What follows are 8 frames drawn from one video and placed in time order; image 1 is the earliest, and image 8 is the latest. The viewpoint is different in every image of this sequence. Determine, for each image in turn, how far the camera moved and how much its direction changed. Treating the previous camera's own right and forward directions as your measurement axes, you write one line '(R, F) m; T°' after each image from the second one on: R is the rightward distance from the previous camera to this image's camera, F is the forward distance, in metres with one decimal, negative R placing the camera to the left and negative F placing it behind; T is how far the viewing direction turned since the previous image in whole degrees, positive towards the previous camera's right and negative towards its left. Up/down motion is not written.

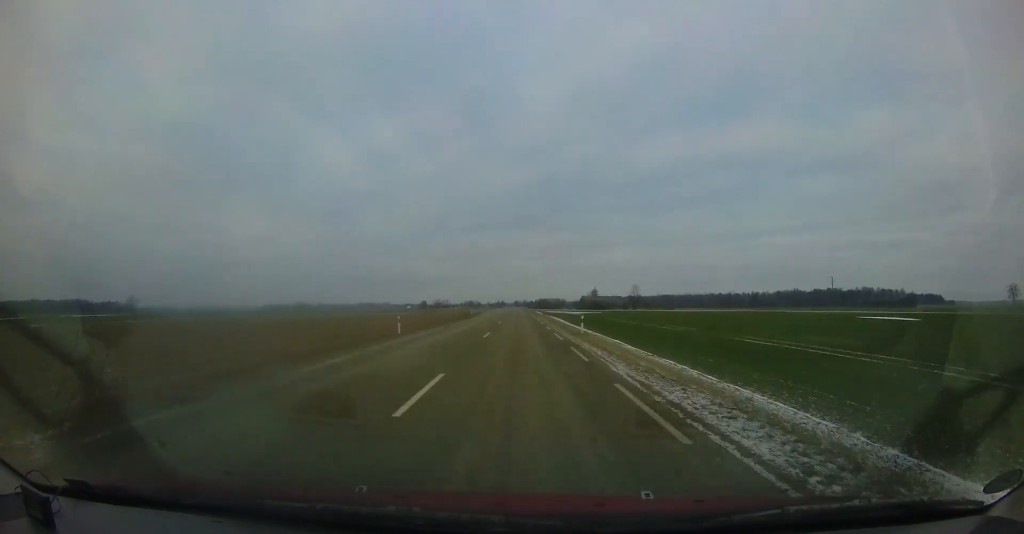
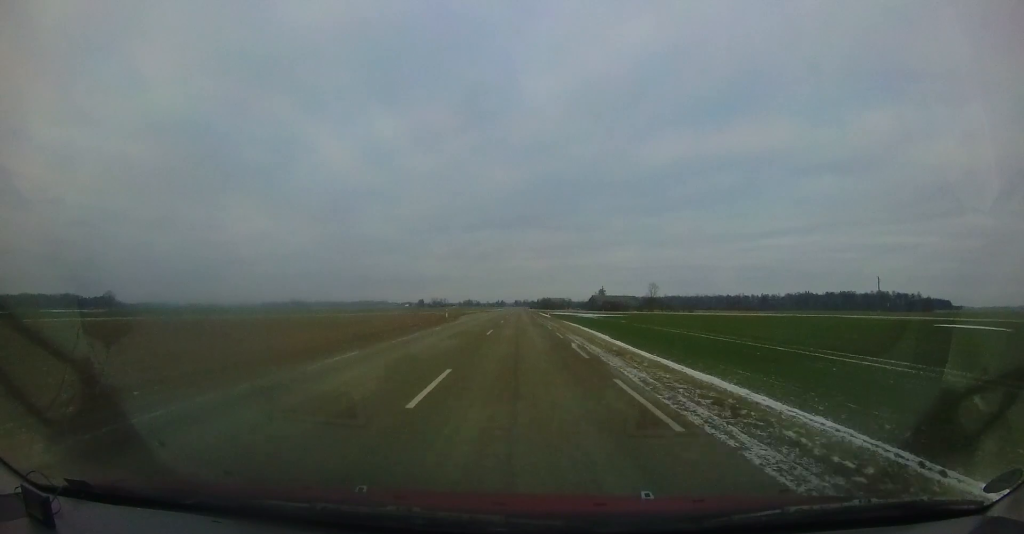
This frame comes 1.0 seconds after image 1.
(-0.1, +23.7) m; 0°
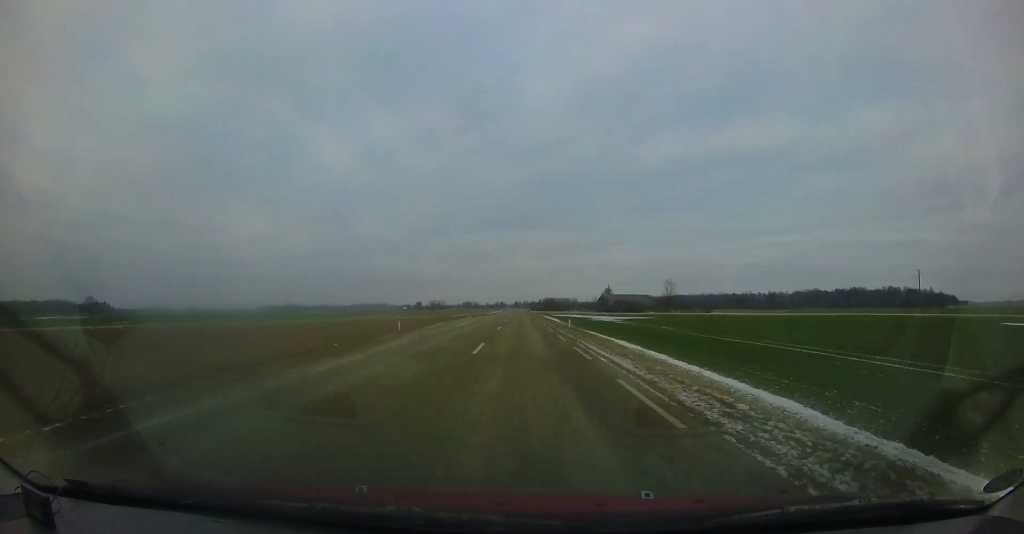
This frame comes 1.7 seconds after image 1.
(-0.1, +18.0) m; 0°
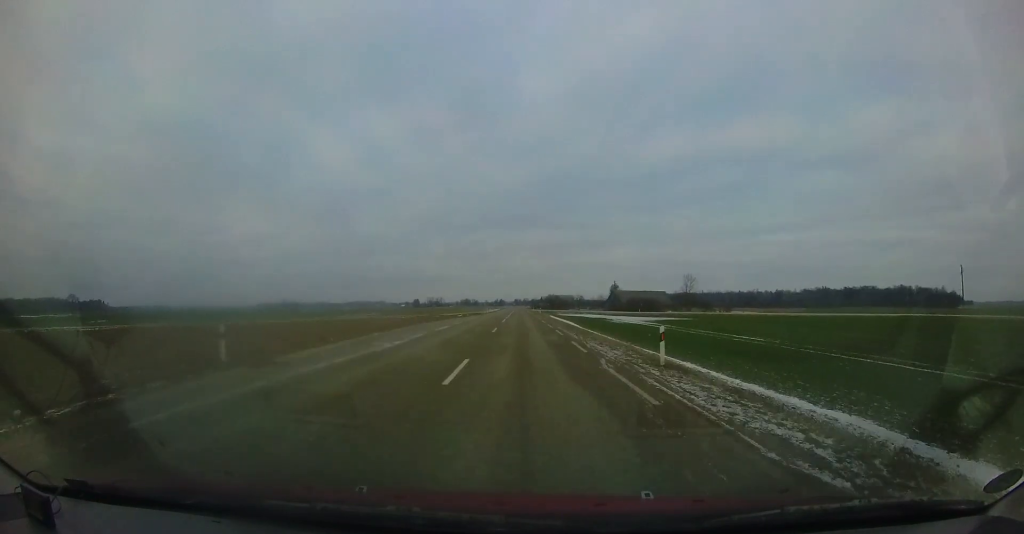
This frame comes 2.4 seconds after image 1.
(+0.4, +17.2) m; -1°
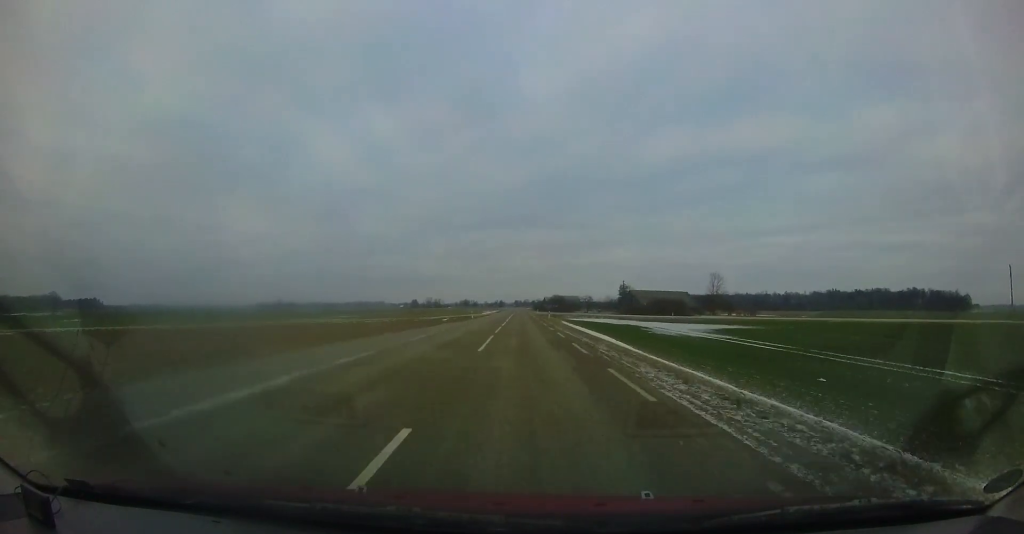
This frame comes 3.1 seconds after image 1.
(-0.4, +17.9) m; -1°
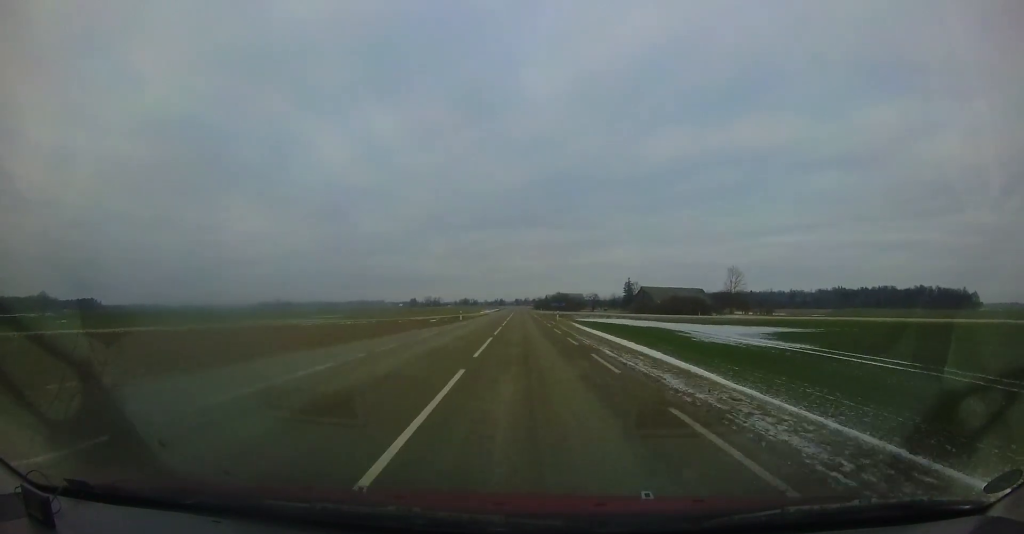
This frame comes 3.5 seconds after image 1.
(-0.3, +9.7) m; 0°
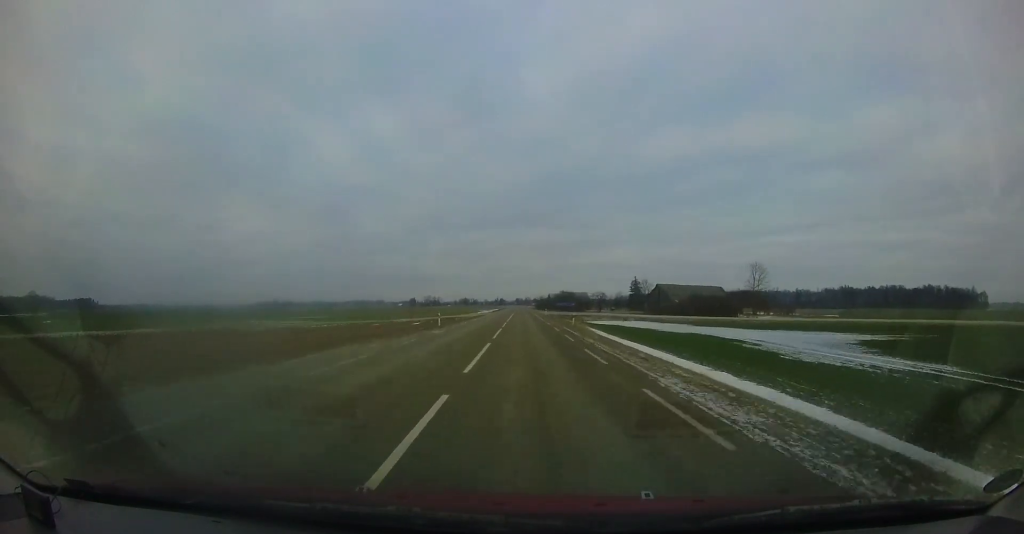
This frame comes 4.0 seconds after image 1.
(+0.2, +10.5) m; +1°
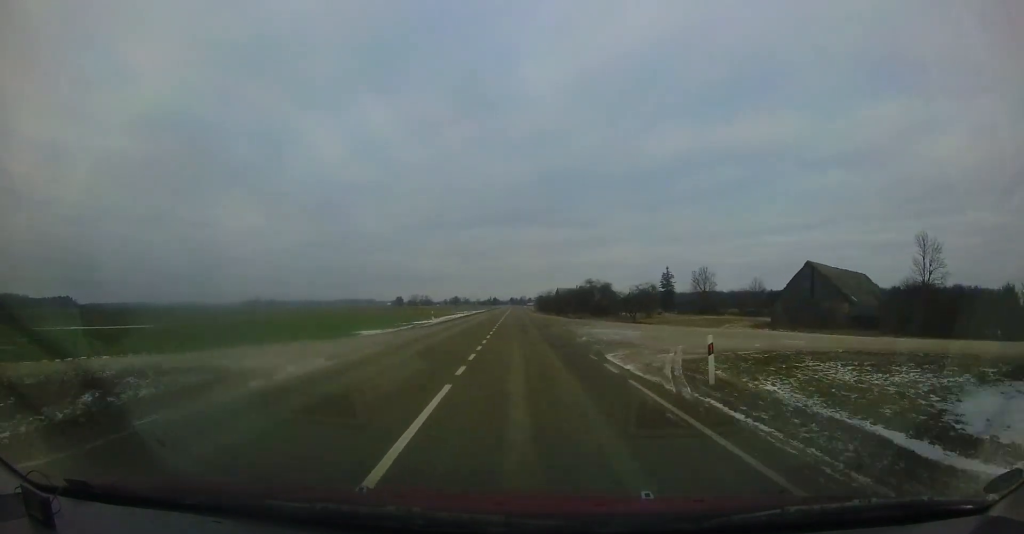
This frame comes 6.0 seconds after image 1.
(+1.5, +49.1) m; +2°
